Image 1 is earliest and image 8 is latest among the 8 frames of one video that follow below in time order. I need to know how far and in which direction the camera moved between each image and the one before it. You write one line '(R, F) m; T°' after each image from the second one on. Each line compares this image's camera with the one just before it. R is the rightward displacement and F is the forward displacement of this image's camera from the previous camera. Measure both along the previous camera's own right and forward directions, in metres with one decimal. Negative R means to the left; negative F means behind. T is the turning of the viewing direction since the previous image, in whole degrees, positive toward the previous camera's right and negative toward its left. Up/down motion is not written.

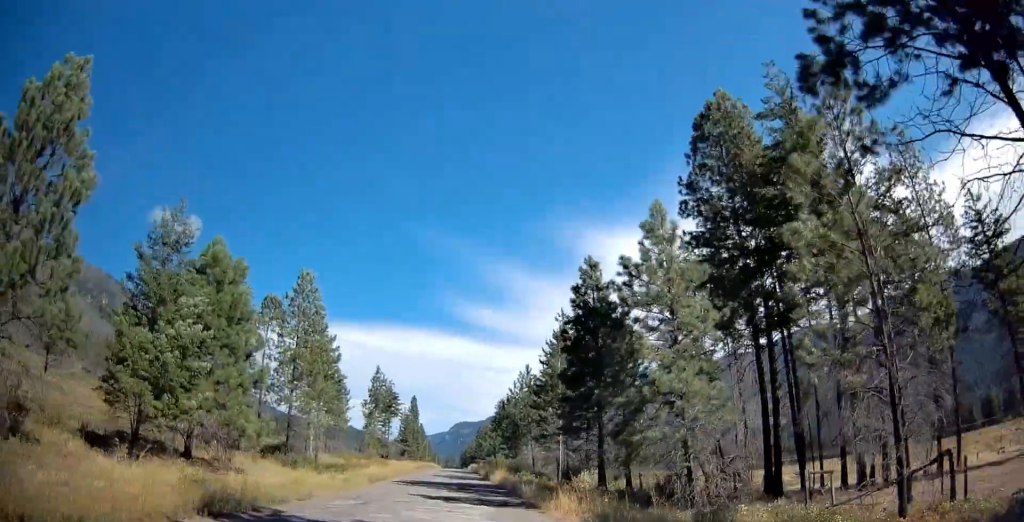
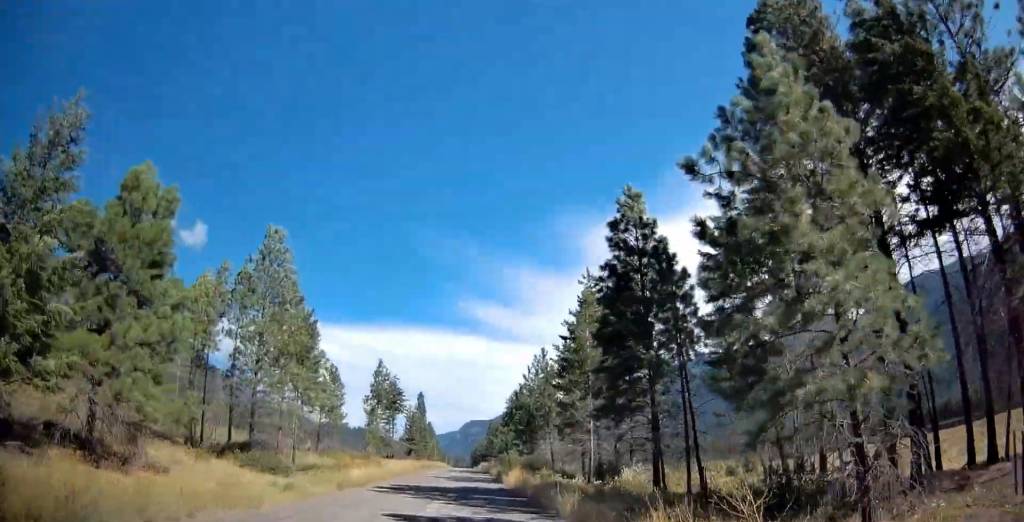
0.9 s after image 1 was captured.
(-0.1, +9.0) m; 0°
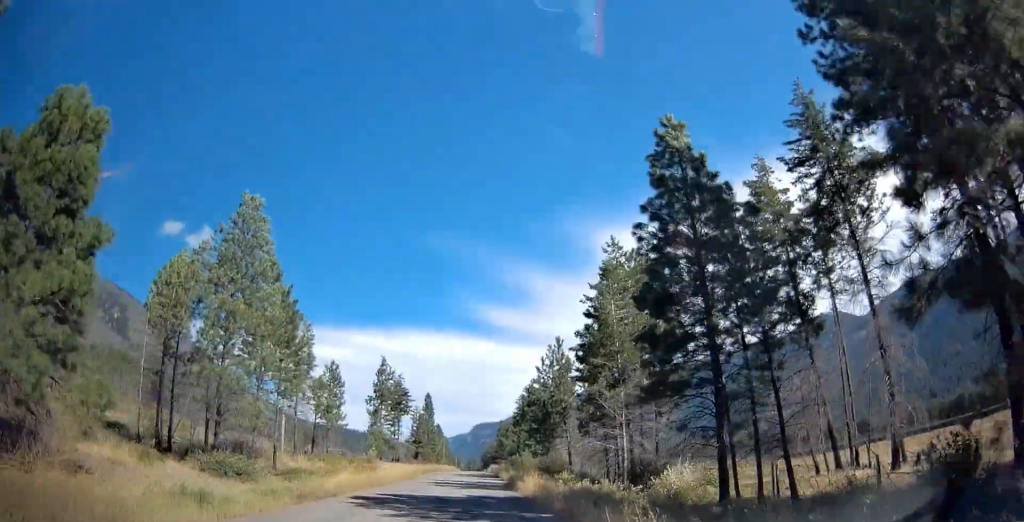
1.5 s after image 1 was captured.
(0.0, +6.1) m; 0°
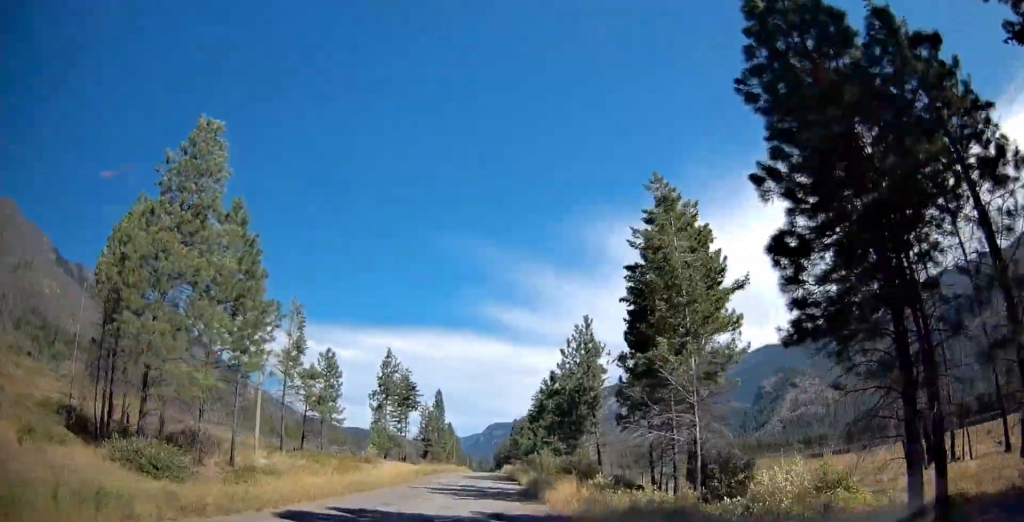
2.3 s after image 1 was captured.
(+0.1, +8.4) m; +2°
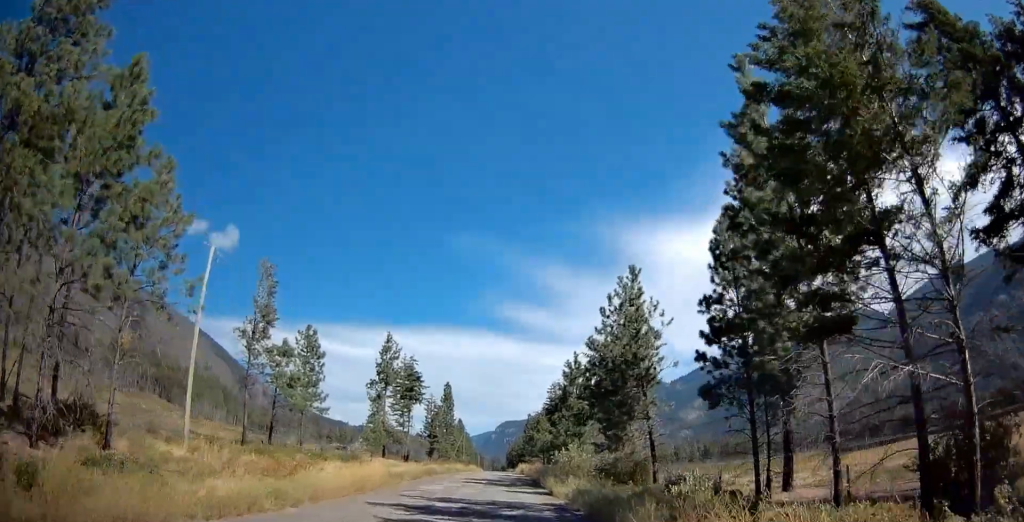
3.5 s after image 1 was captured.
(+0.5, +12.2) m; 0°
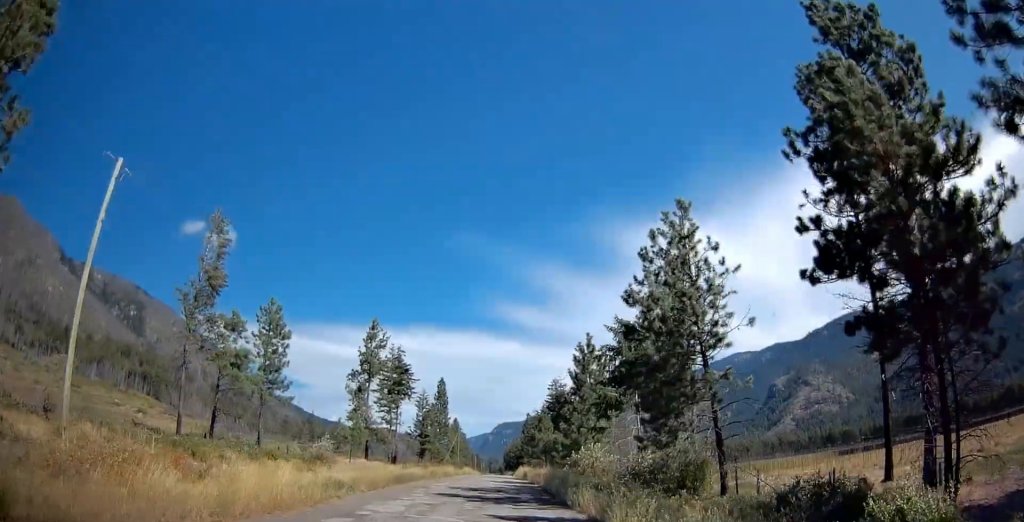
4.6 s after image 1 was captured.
(-0.6, +10.5) m; -6°
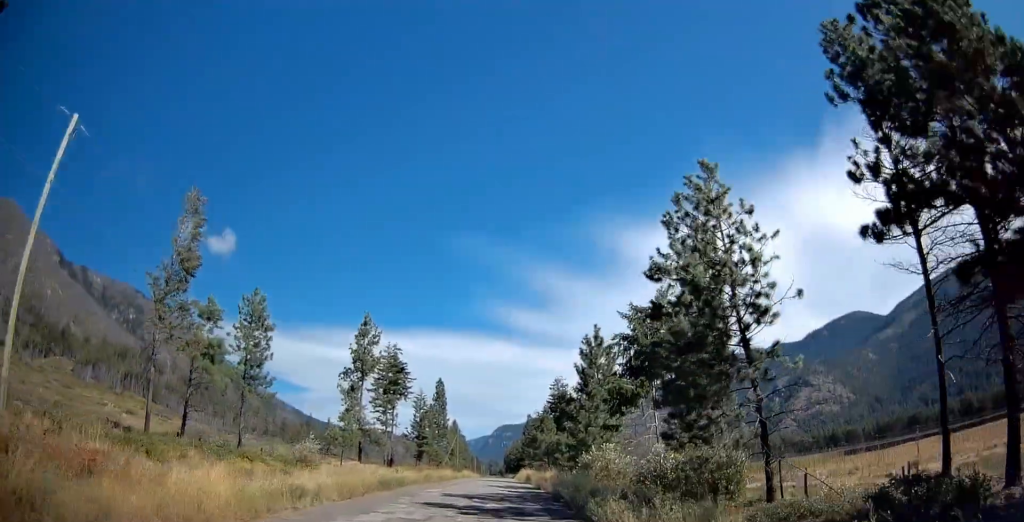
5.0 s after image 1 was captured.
(-0.2, +4.1) m; 0°
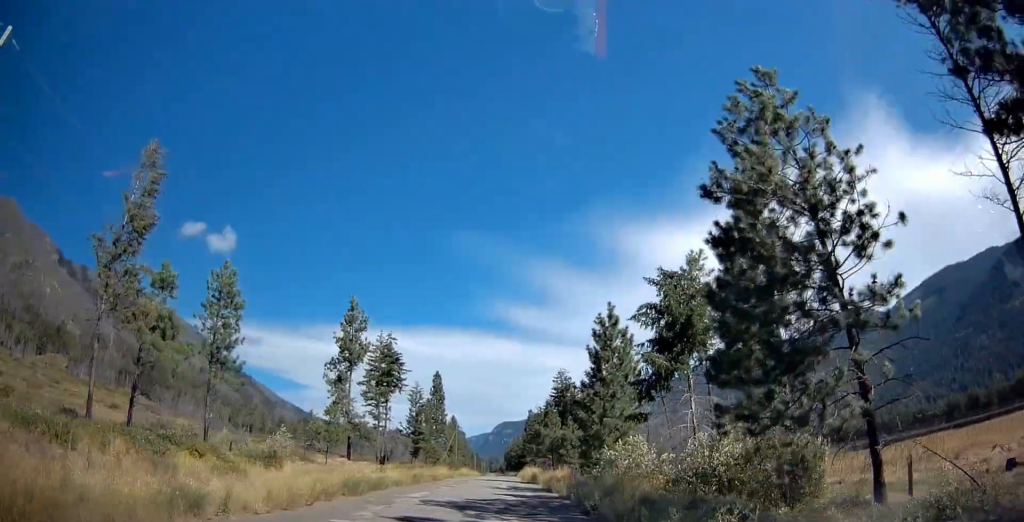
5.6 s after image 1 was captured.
(-0.3, +6.1) m; 0°
